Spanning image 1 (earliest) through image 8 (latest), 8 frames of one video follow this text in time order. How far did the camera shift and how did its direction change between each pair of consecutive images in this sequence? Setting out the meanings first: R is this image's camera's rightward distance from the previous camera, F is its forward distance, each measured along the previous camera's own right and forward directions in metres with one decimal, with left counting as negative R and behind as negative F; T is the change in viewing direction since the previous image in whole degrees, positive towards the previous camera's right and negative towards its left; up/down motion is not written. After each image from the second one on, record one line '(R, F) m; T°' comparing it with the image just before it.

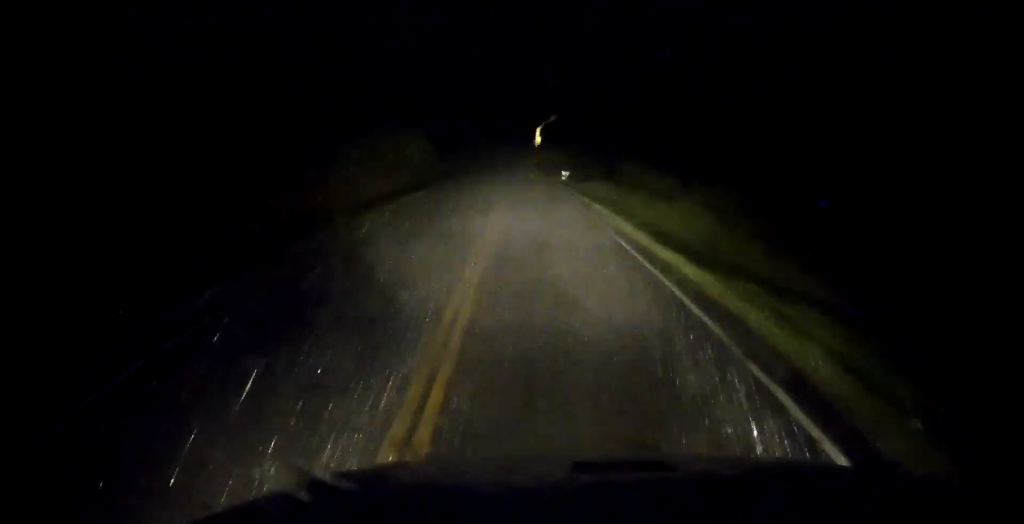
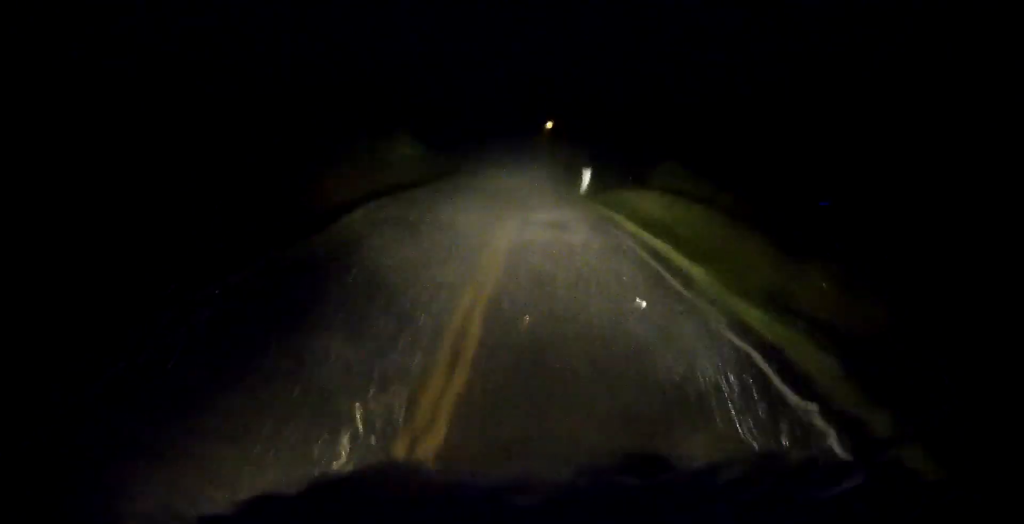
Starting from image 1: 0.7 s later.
(0.0, +13.3) m; 0°
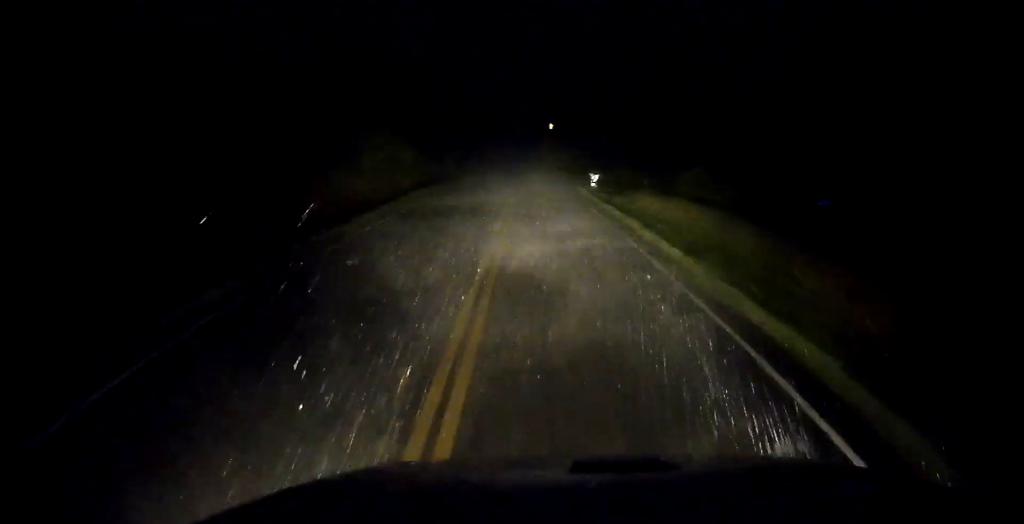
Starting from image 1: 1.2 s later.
(0.0, +7.8) m; 0°
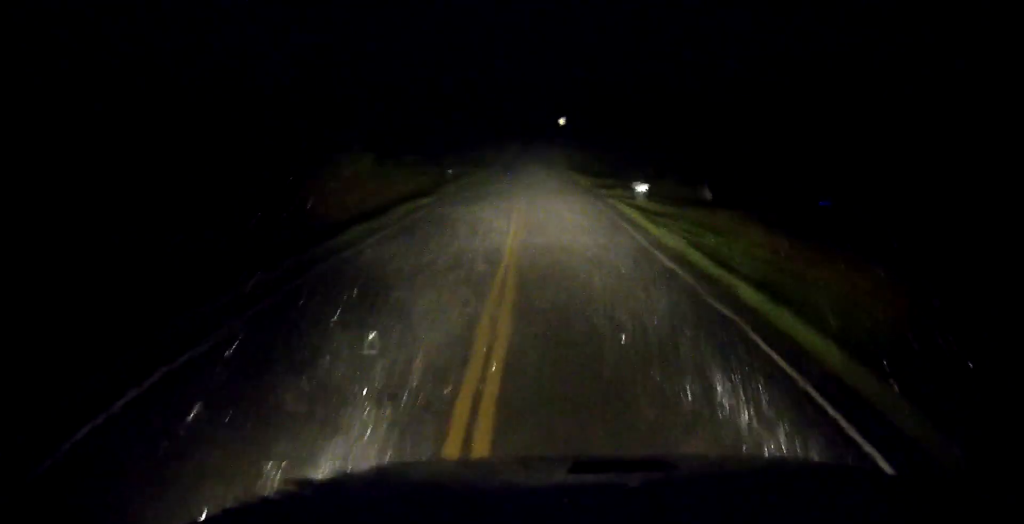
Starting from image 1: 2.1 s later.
(0.0, +17.5) m; -2°
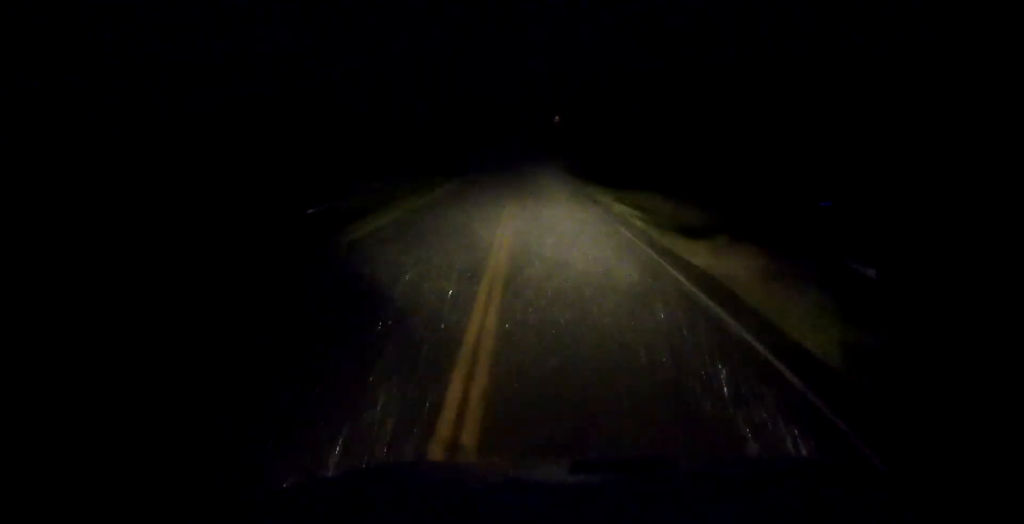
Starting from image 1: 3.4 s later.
(-0.6, +23.0) m; 0°
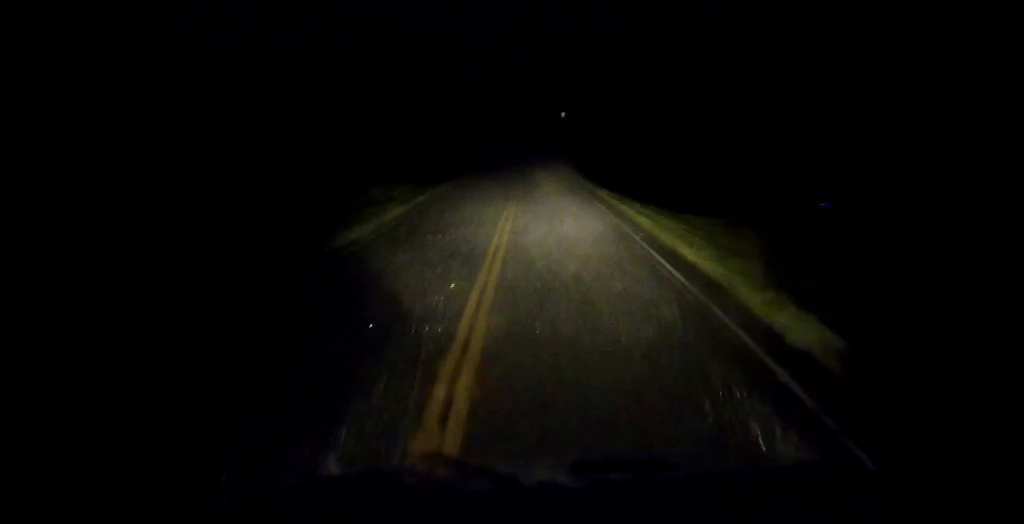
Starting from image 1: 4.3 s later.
(+0.5, +15.8) m; +2°
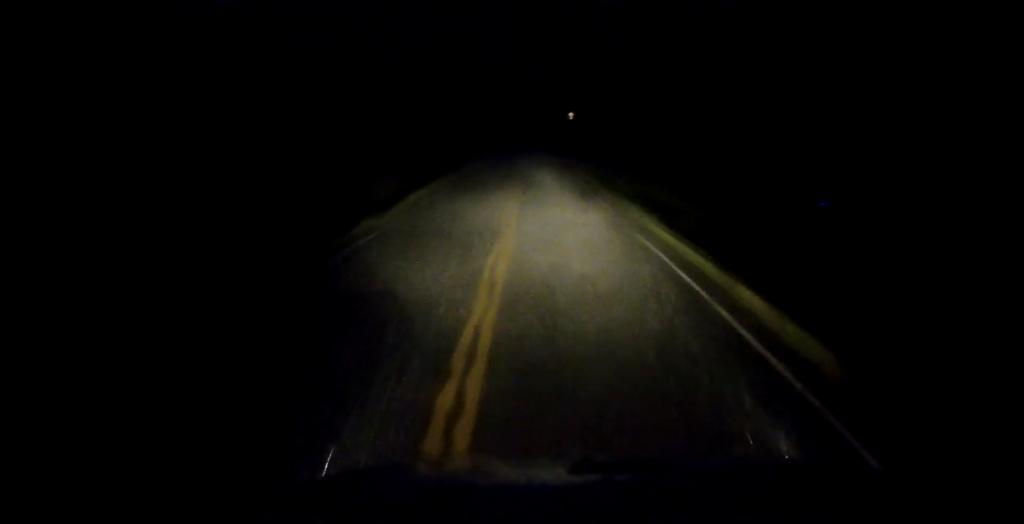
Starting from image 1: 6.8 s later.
(-1.4, +46.7) m; -1°
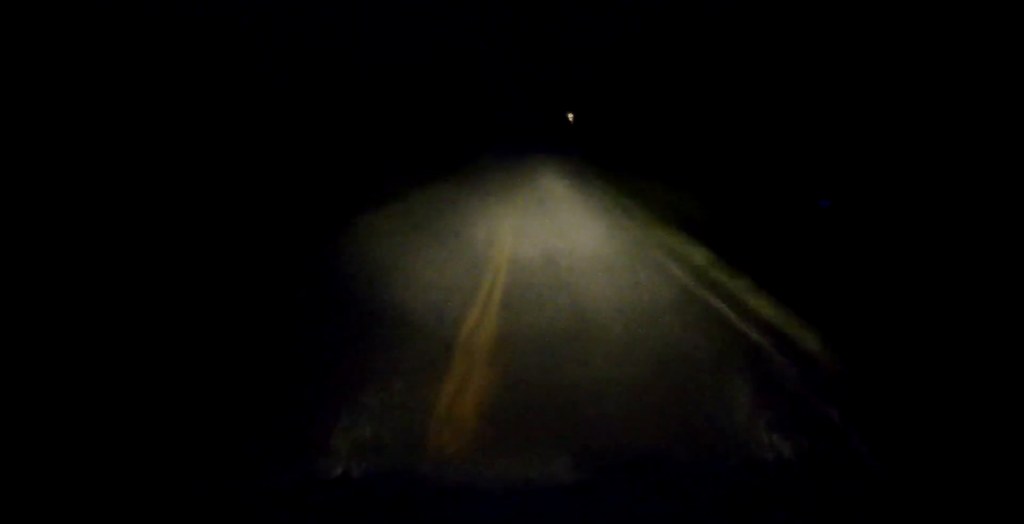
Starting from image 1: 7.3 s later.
(+0.1, +9.1) m; +1°
